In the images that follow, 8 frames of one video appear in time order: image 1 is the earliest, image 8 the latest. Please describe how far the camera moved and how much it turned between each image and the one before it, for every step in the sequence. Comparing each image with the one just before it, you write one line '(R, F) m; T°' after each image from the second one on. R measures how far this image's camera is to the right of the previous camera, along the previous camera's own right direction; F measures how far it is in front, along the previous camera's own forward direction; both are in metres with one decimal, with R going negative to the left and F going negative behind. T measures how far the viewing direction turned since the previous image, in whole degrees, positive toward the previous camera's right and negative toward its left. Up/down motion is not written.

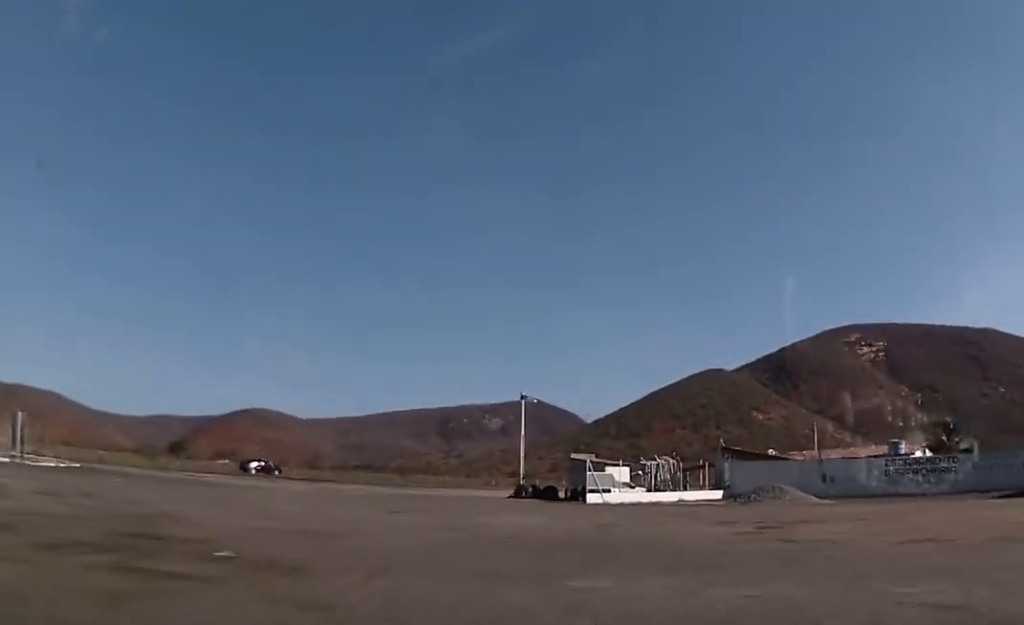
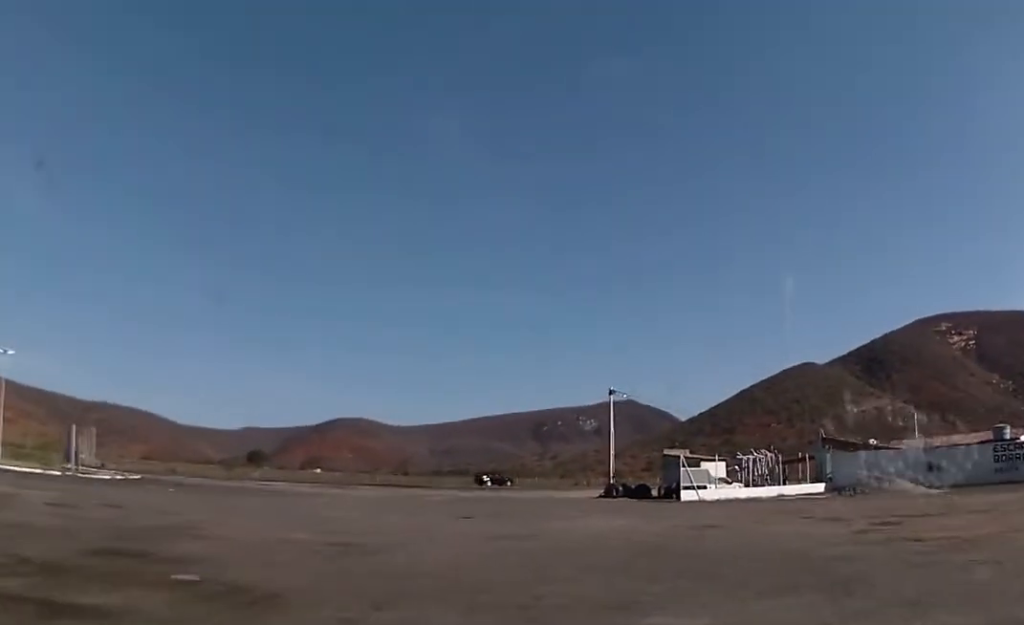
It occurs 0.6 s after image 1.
(+0.1, +3.4) m; -4°
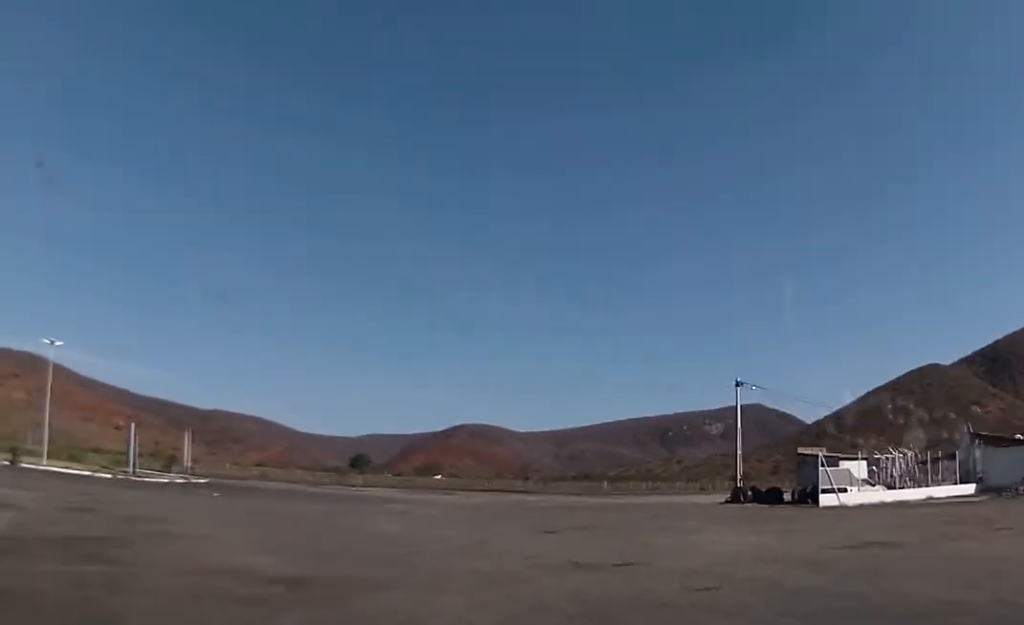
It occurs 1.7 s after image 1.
(-0.6, +6.8) m; -8°
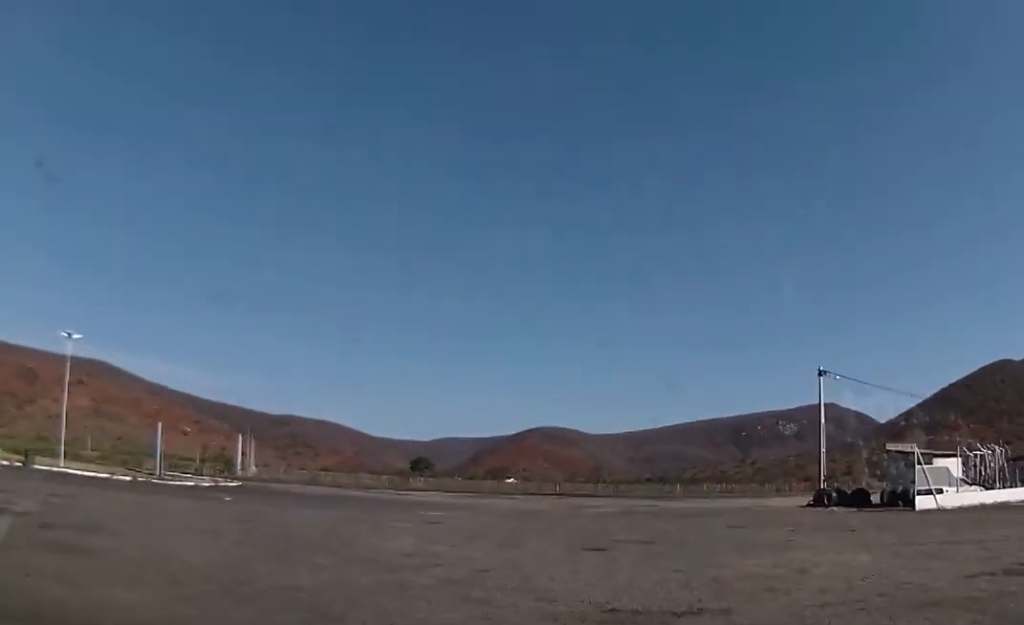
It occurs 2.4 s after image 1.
(-0.2, +4.9) m; -4°
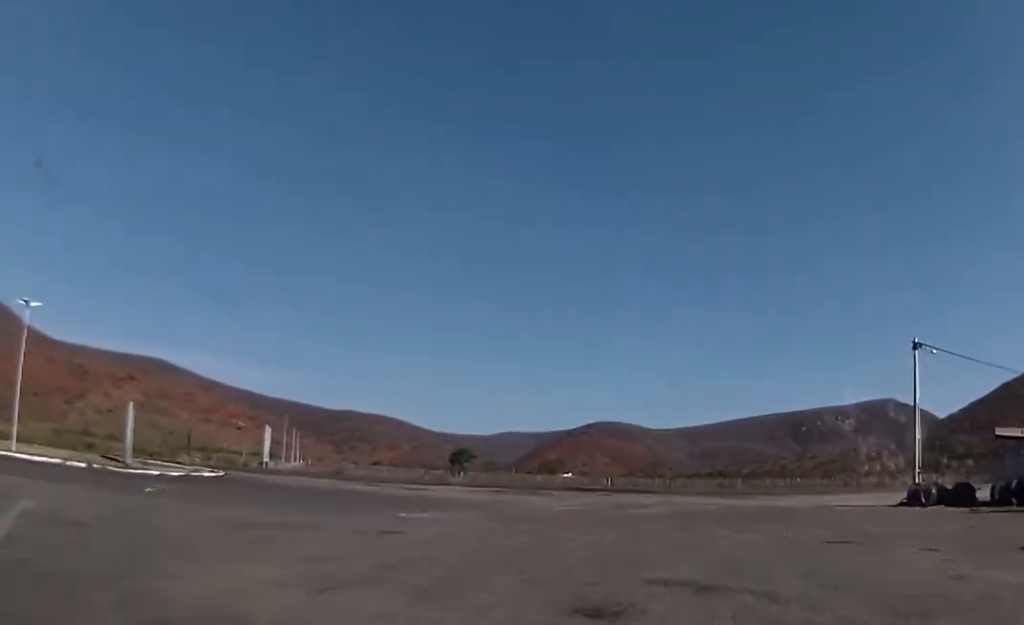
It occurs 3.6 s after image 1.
(-0.5, +8.5) m; -4°
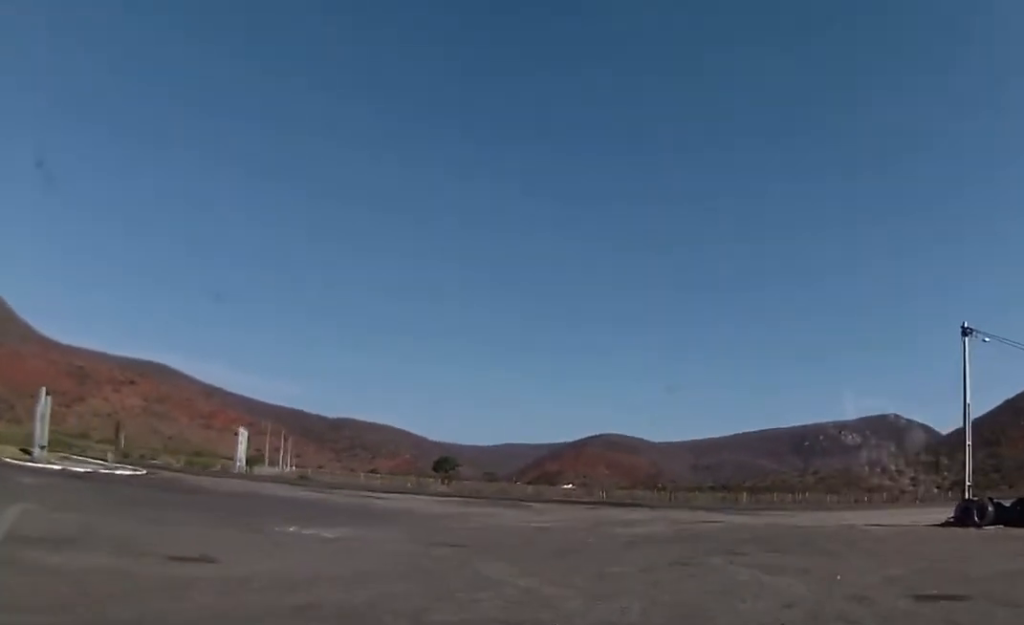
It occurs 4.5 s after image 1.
(0.0, +7.2) m; 0°
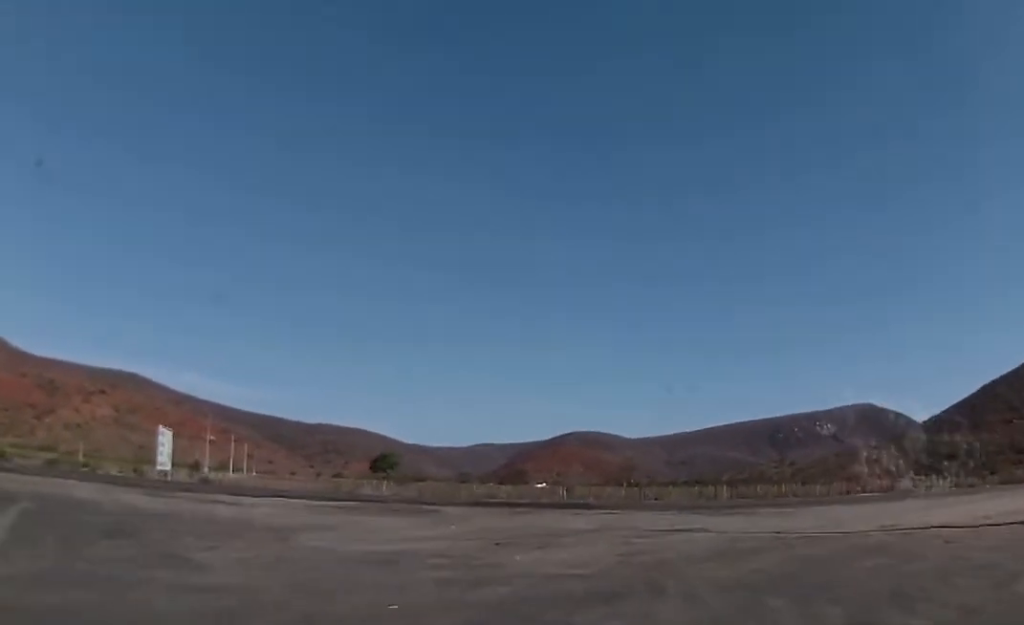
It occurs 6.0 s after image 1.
(+0.3, +11.8) m; +4°
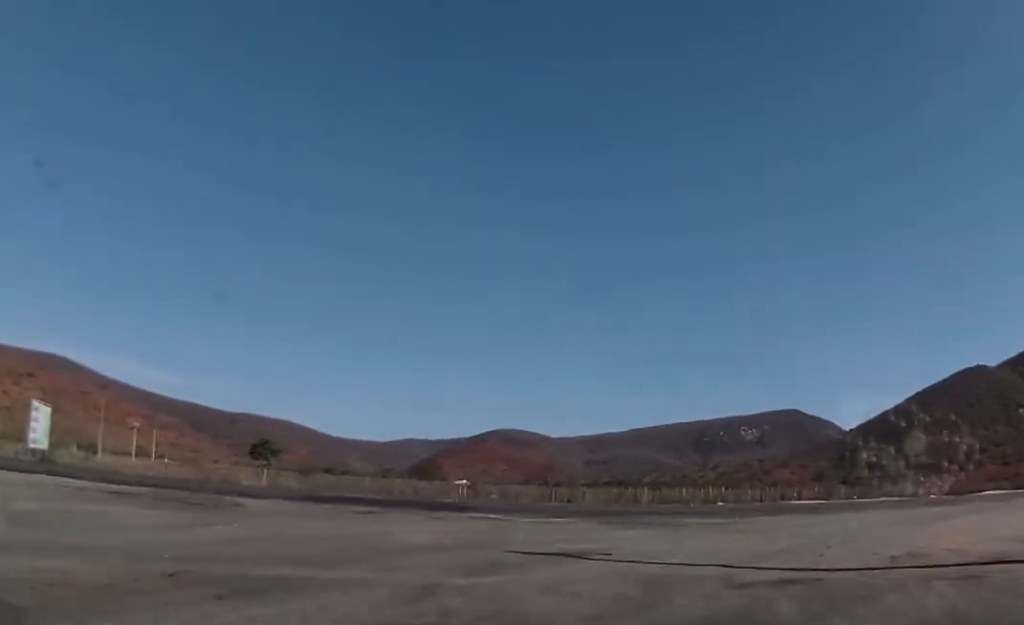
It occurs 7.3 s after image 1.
(+0.3, +9.8) m; +6°
